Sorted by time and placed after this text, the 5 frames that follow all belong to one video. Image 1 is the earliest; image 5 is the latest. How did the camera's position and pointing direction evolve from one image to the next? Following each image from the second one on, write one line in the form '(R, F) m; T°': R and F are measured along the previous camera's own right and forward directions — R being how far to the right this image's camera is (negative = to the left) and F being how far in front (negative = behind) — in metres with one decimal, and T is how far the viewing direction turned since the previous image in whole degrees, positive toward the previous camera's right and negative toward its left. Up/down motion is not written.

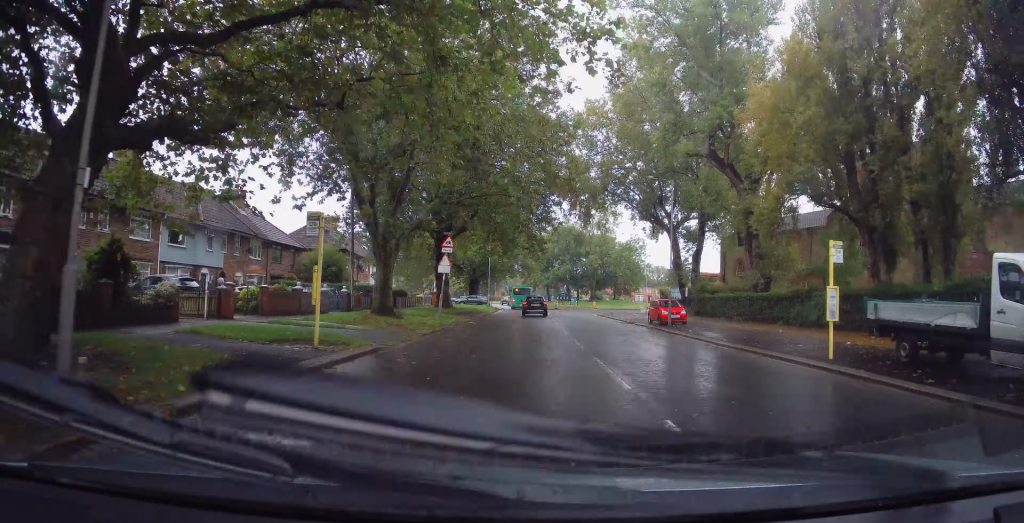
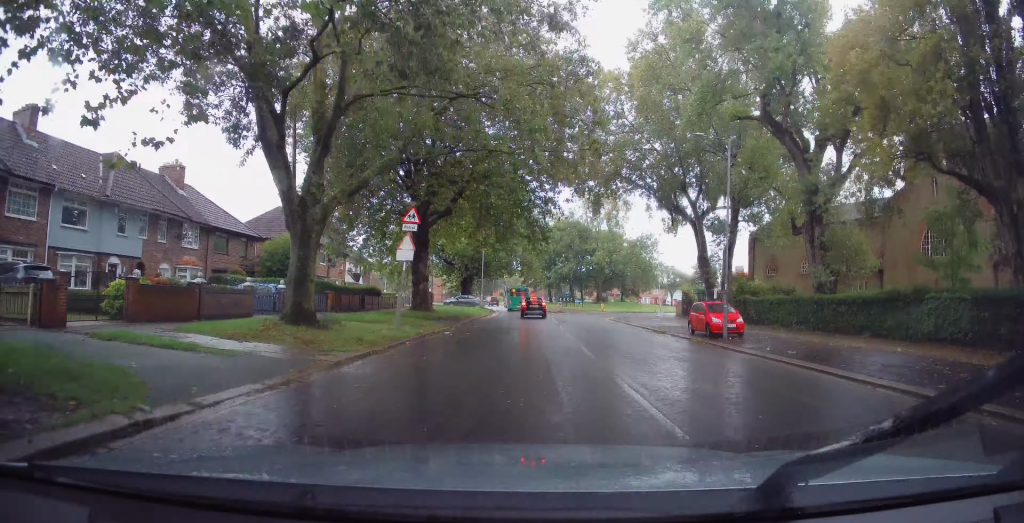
(+0.2, +9.3) m; +3°
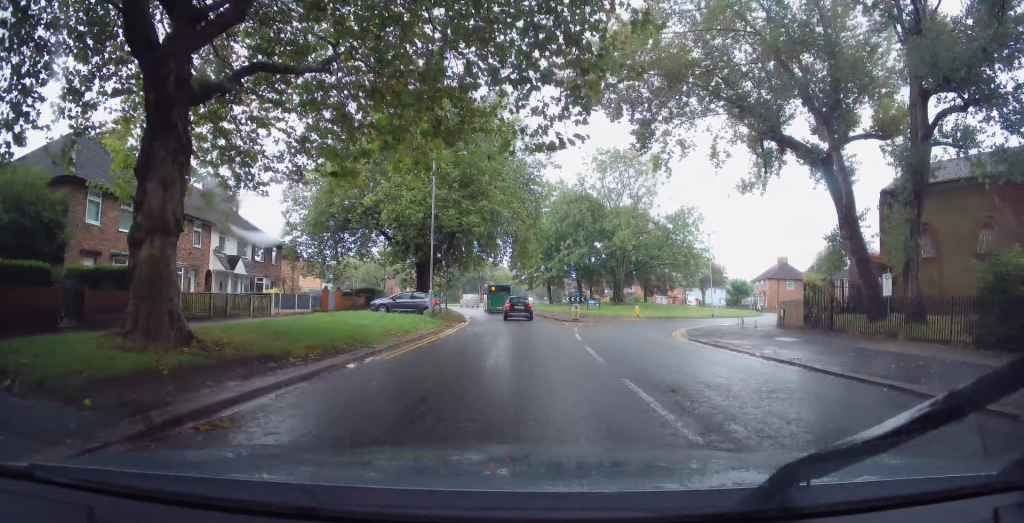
(+0.2, +25.5) m; -1°
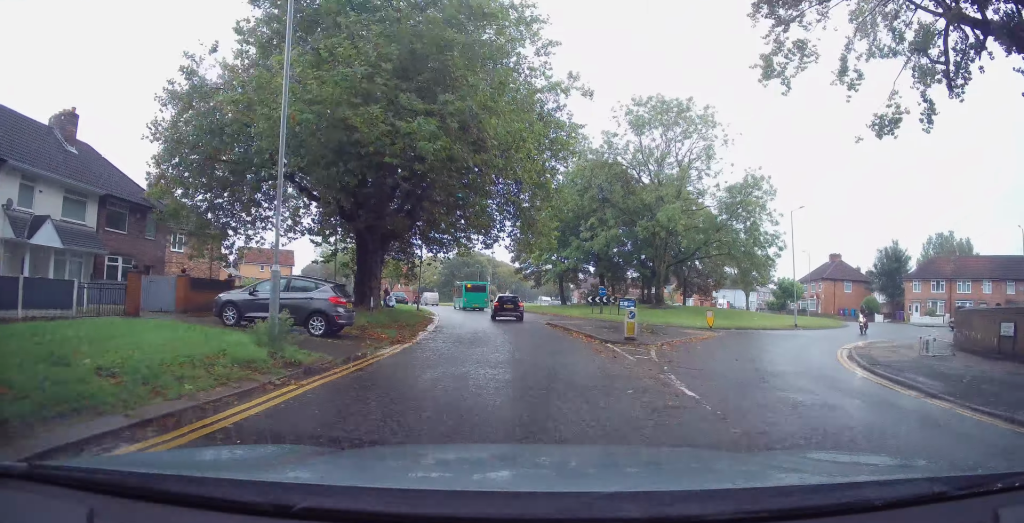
(-0.1, +16.9) m; -2°
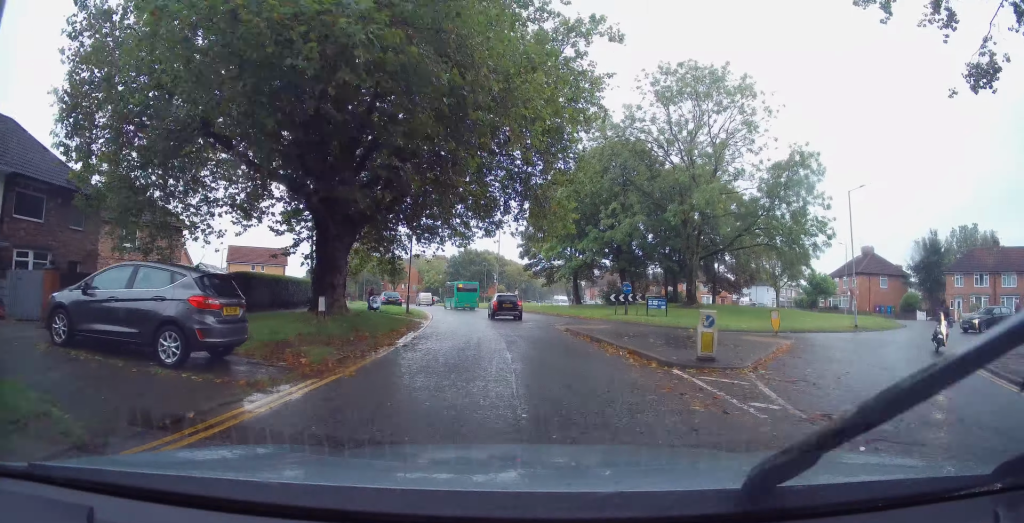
(-0.1, +6.4) m; -1°
